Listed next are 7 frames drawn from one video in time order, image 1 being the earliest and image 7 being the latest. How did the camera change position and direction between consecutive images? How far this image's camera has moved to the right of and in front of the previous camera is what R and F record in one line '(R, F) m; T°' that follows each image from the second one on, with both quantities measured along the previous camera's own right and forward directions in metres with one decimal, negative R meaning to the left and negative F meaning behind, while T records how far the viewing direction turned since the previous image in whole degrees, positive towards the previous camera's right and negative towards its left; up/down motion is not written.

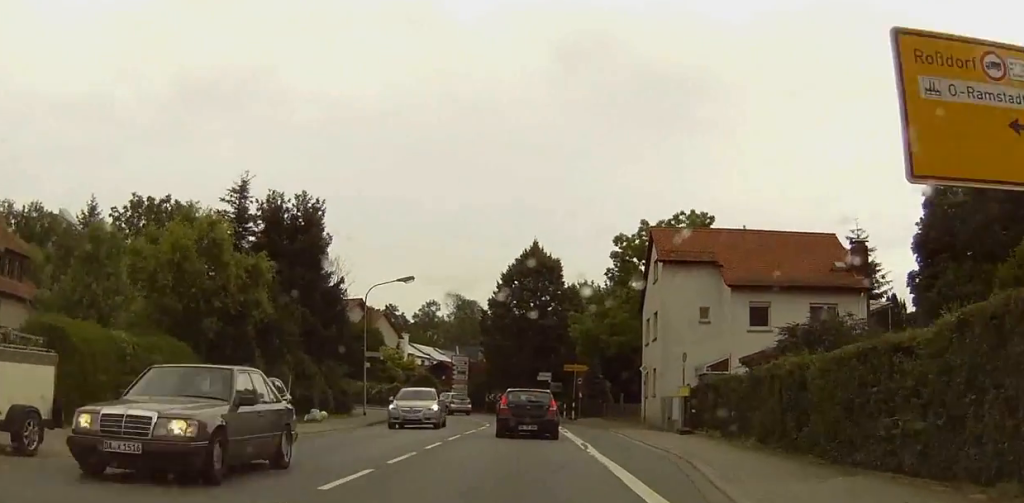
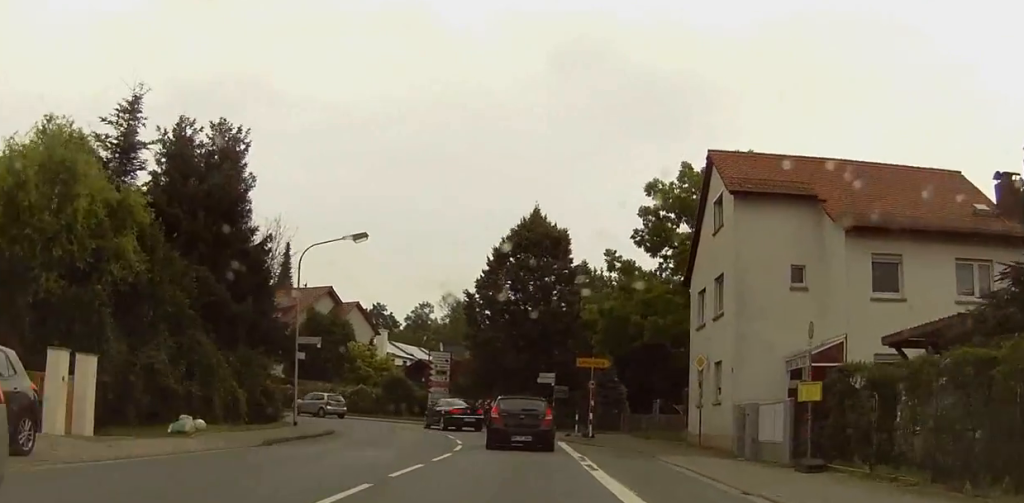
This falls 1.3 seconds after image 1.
(+0.5, +14.8) m; +2°
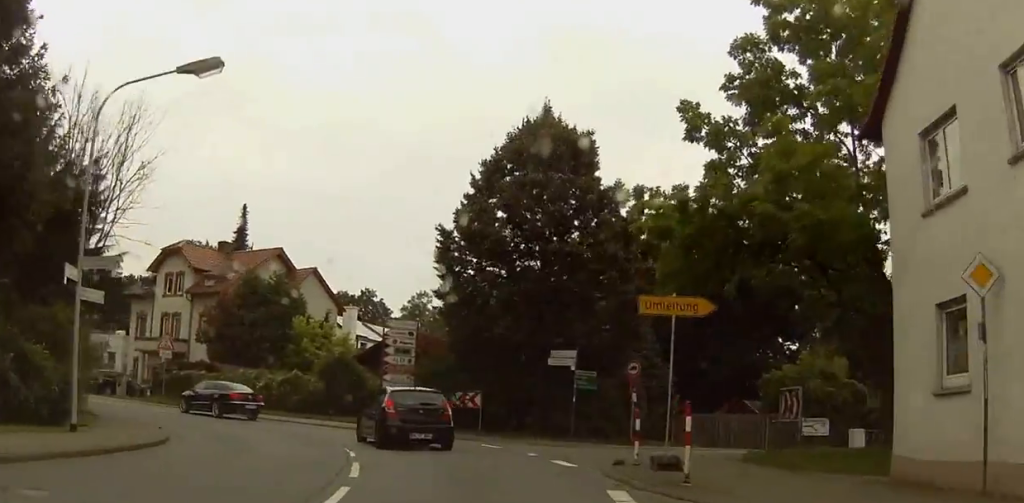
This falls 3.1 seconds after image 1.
(+0.3, +18.5) m; 0°
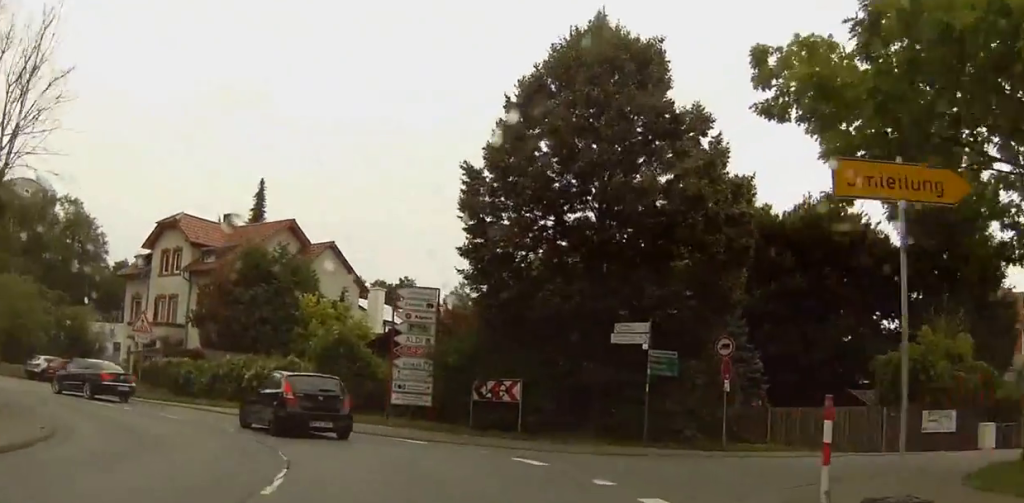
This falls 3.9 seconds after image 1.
(-0.4, +8.3) m; -2°
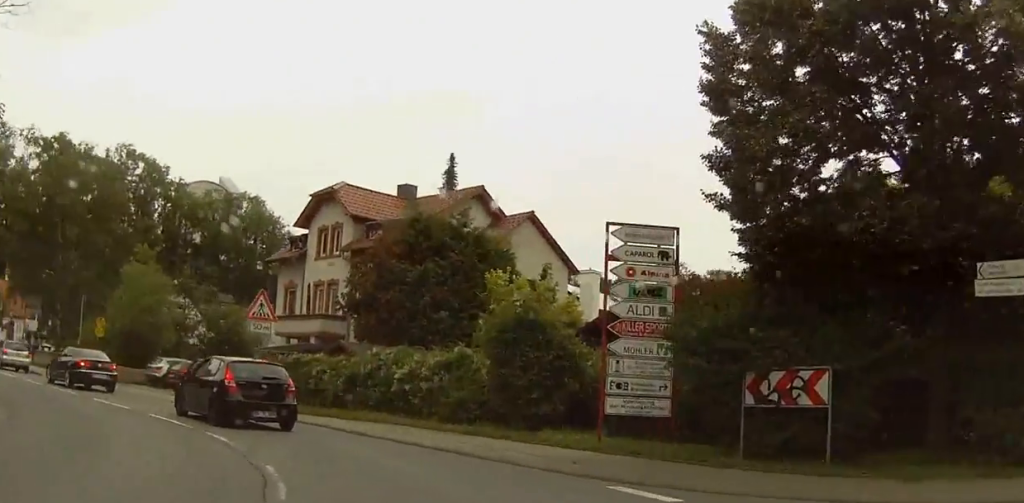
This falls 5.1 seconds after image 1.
(-0.1, +10.2) m; -5°
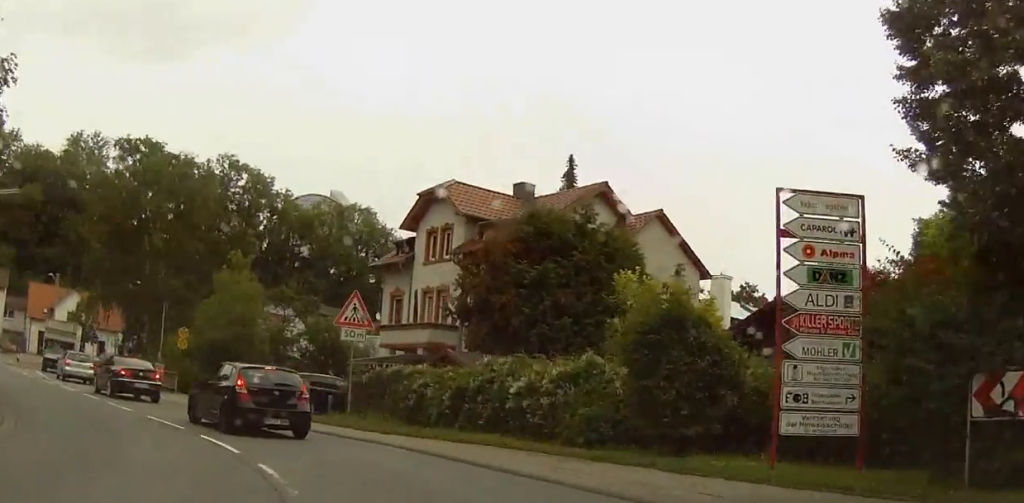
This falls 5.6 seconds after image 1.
(-0.3, +3.8) m; -3°
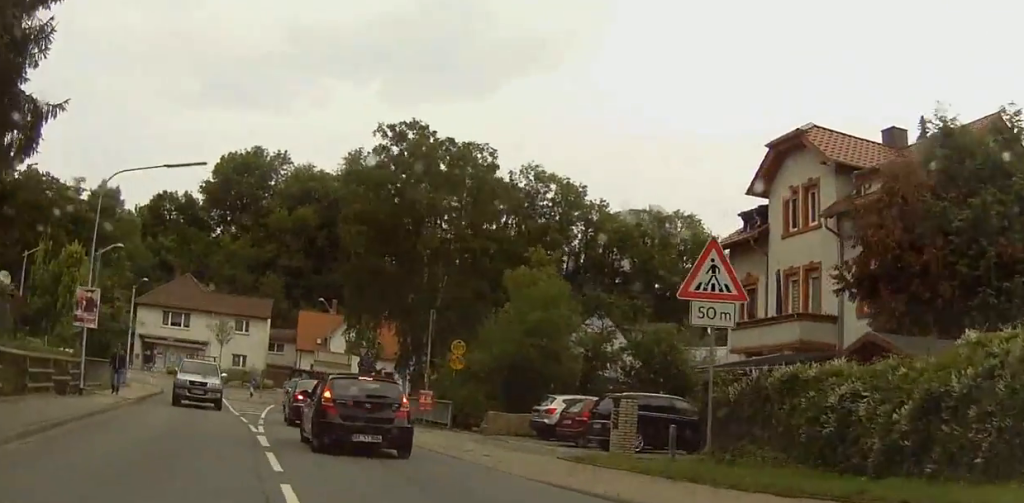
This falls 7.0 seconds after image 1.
(-0.8, +11.0) m; -18°
